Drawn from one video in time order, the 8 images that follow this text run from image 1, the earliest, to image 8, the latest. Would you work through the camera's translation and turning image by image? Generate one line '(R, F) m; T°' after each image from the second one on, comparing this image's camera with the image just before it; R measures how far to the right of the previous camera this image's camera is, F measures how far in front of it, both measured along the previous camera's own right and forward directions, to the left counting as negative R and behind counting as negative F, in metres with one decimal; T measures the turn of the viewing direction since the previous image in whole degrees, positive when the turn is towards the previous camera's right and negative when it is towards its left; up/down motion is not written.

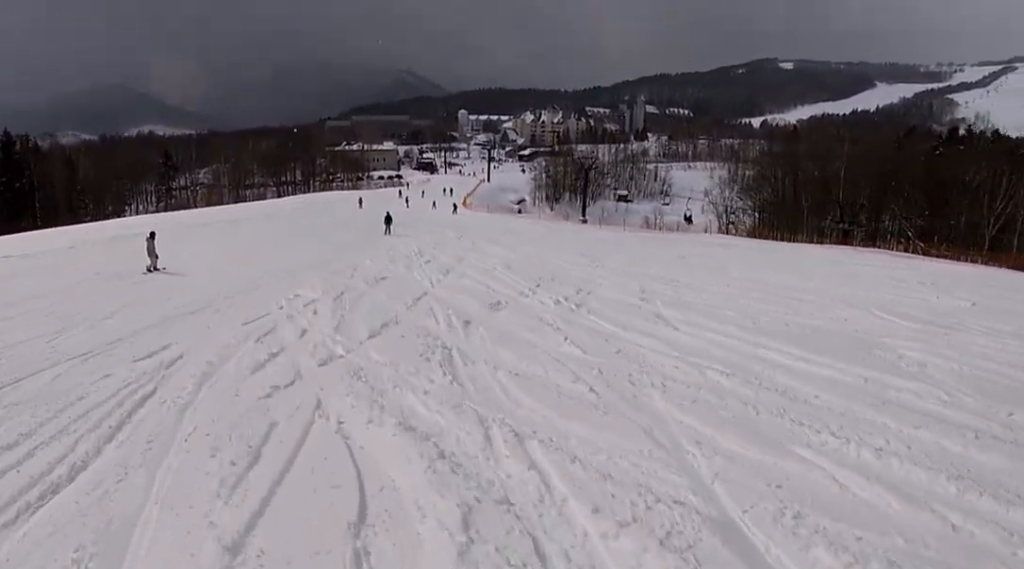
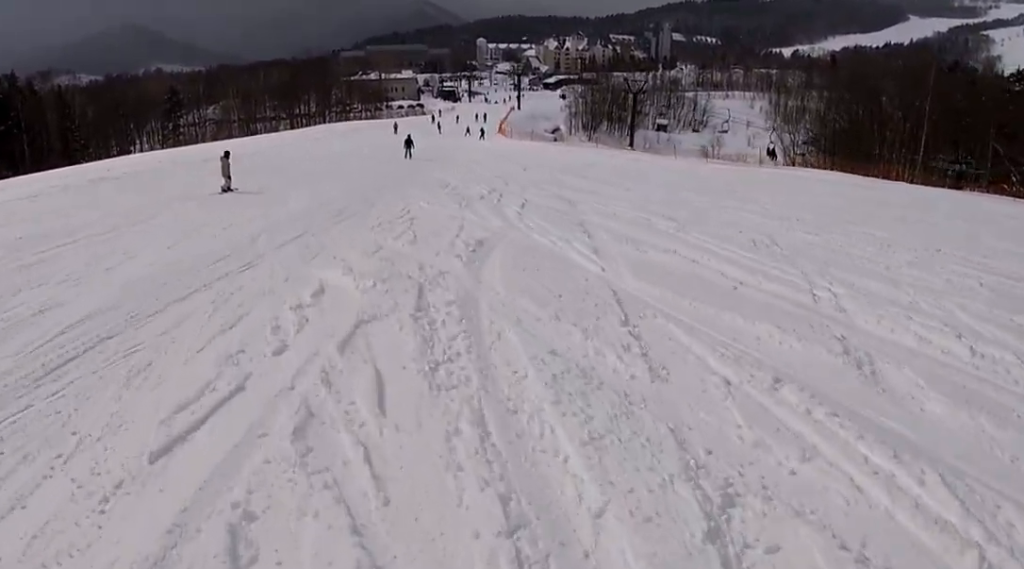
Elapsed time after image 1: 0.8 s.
(-0.2, +8.9) m; +4°
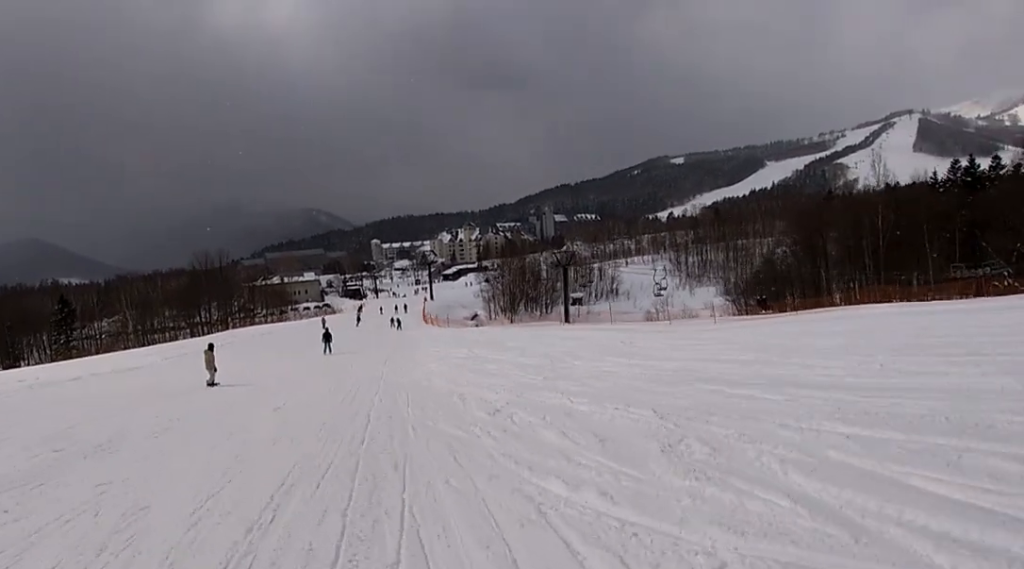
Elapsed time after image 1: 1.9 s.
(+1.6, +12.2) m; +10°
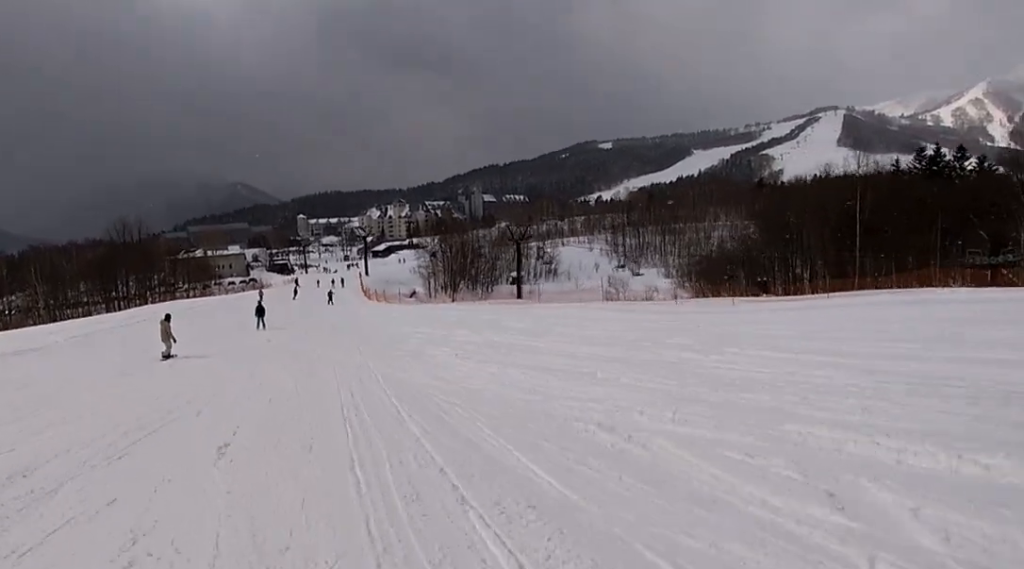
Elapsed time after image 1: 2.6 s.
(+1.0, +7.4) m; 0°
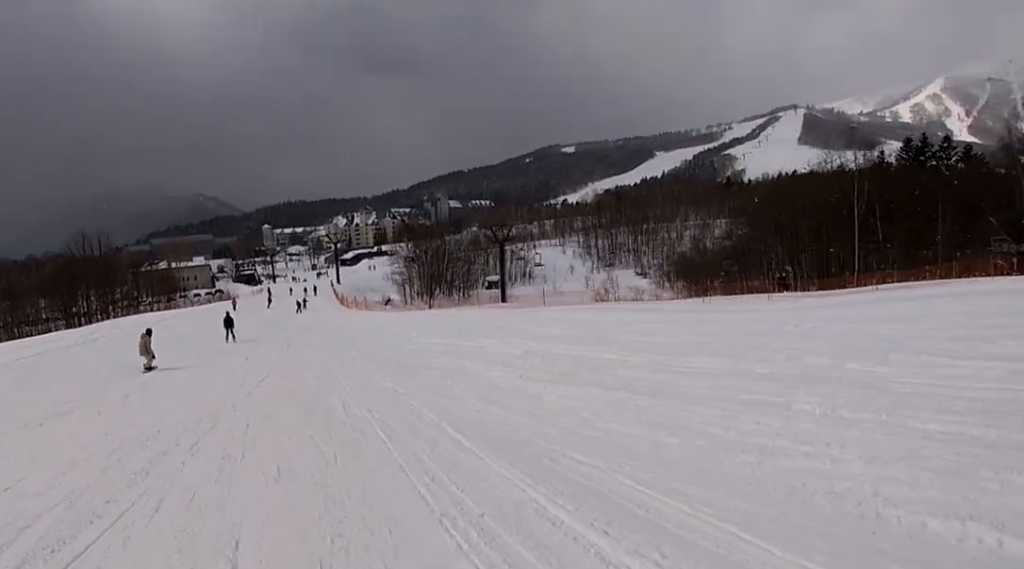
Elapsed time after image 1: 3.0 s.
(-0.7, +4.4) m; -2°
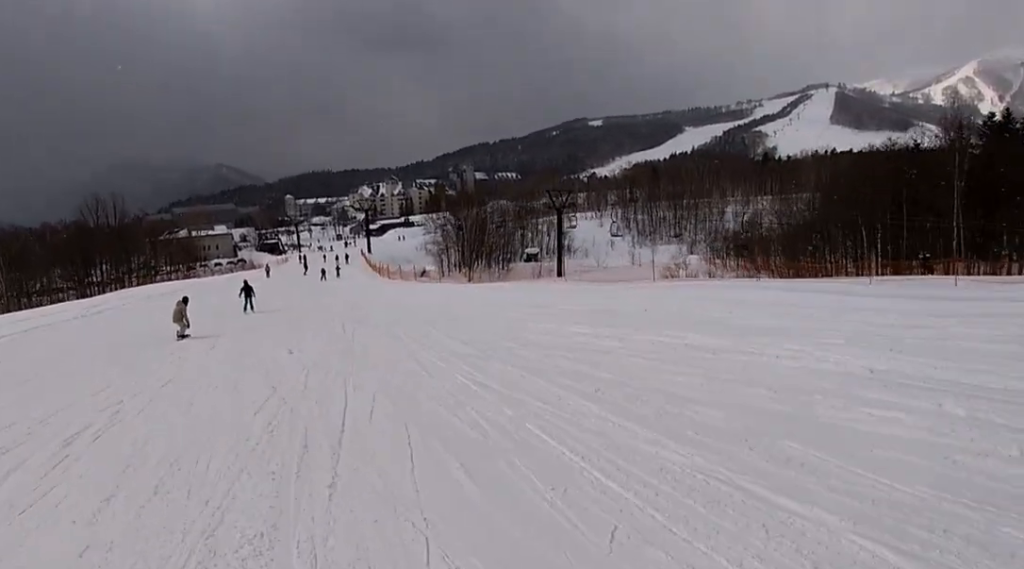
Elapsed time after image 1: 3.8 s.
(-0.6, +8.0) m; 0°
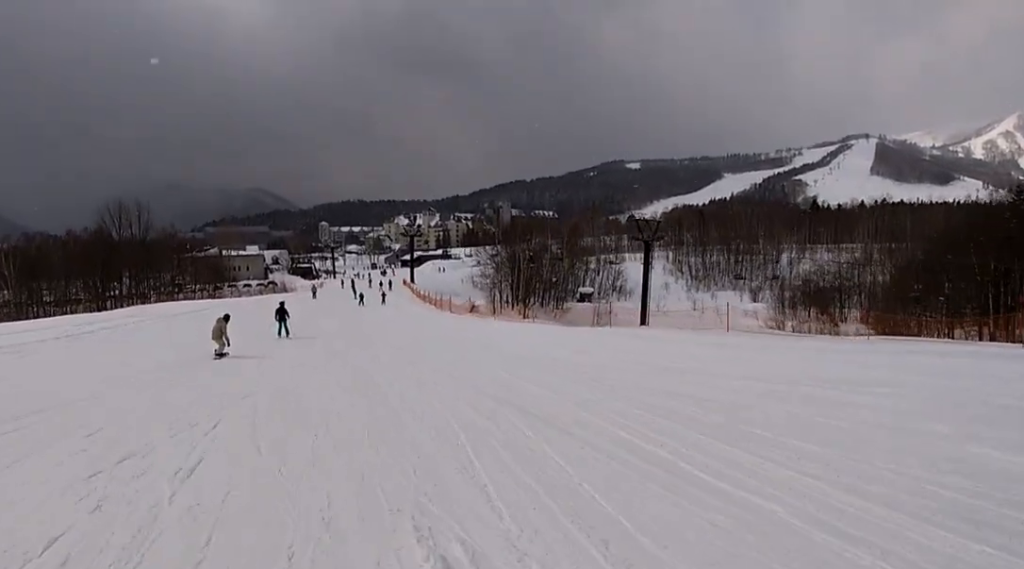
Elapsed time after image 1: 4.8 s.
(+1.0, +10.3) m; +8°
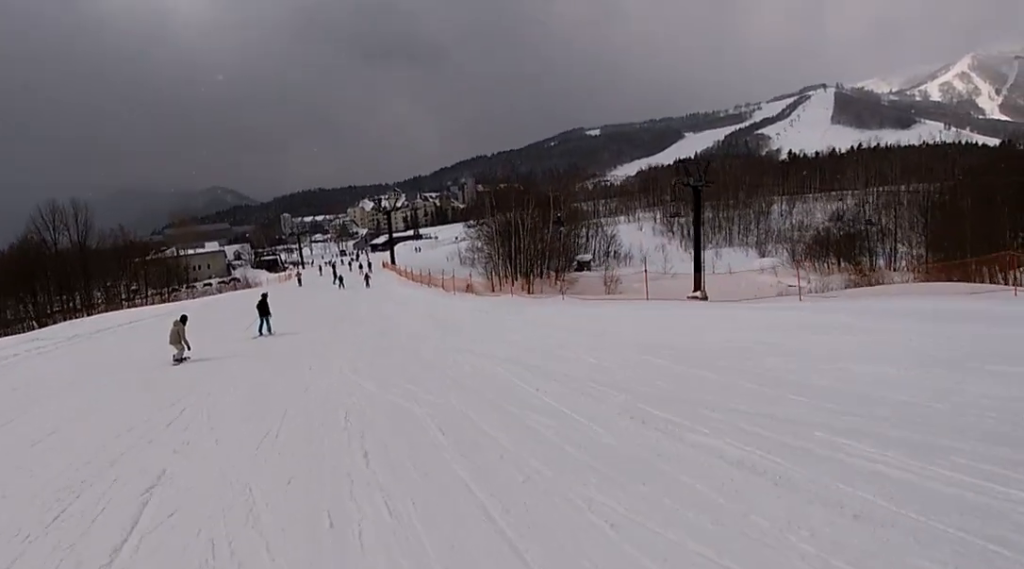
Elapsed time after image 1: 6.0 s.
(+0.2, +12.7) m; 0°
